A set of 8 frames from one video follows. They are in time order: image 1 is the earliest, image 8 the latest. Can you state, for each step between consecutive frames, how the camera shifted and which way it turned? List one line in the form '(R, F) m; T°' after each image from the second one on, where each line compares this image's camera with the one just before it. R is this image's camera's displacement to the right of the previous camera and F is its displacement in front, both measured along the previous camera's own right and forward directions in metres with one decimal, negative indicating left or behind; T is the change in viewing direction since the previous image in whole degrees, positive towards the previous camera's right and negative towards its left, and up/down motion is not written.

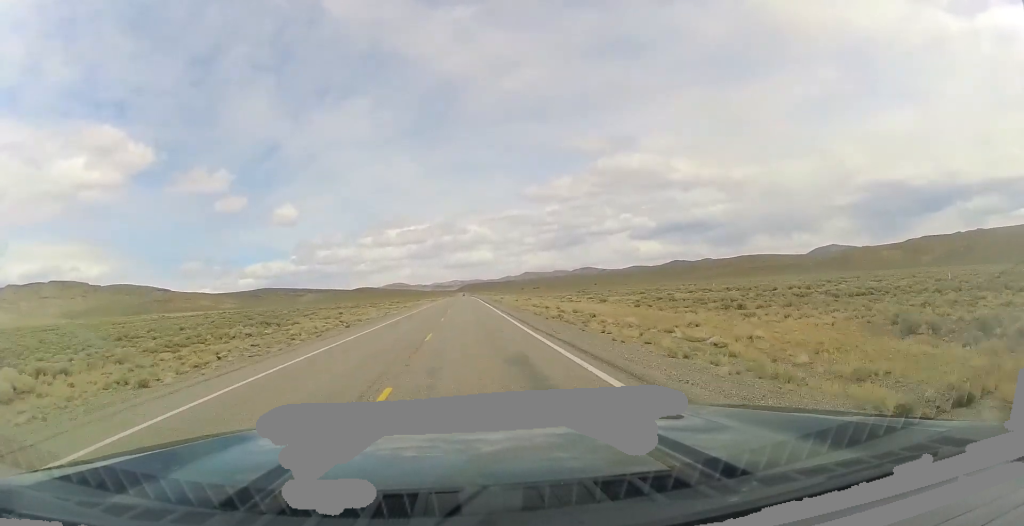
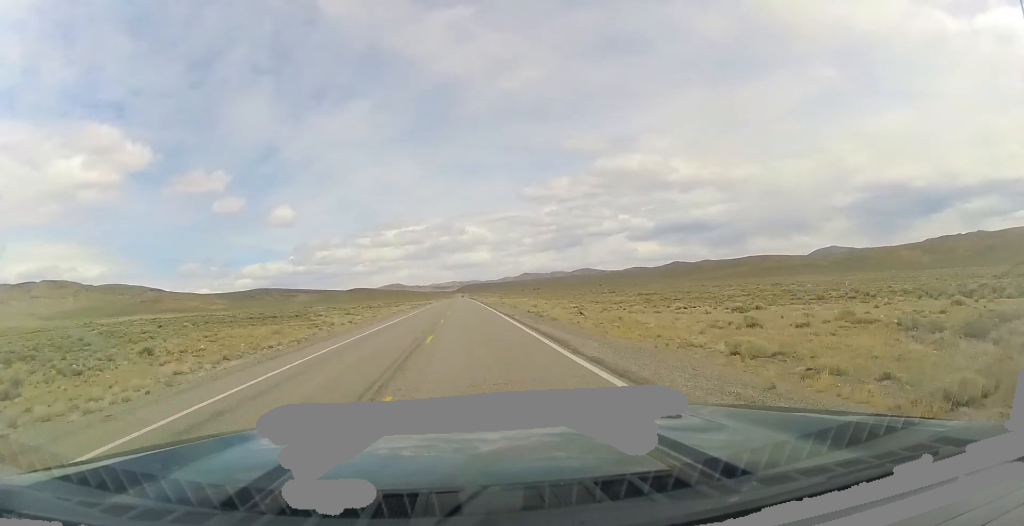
(0.0, +49.8) m; +1°
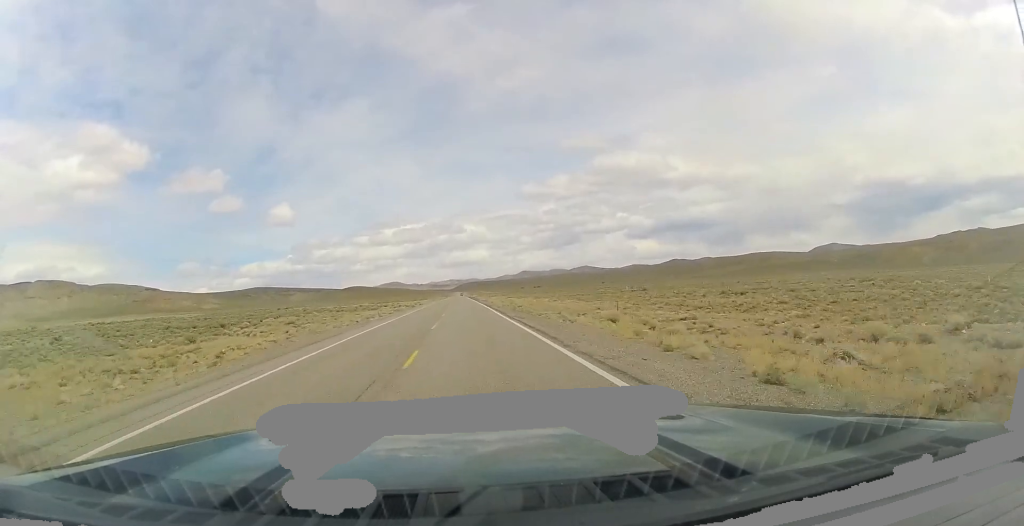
(+0.2, +30.3) m; 0°
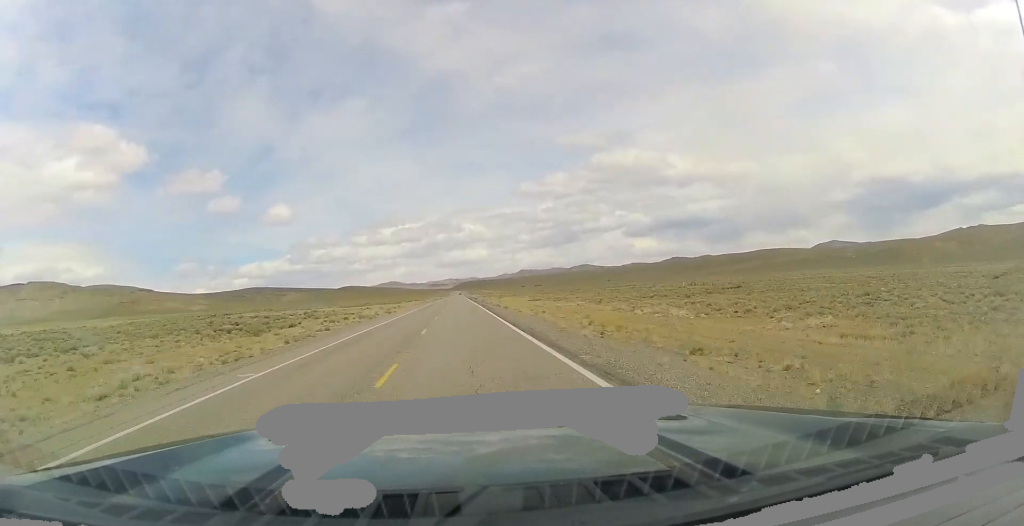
(0.0, +51.5) m; 0°
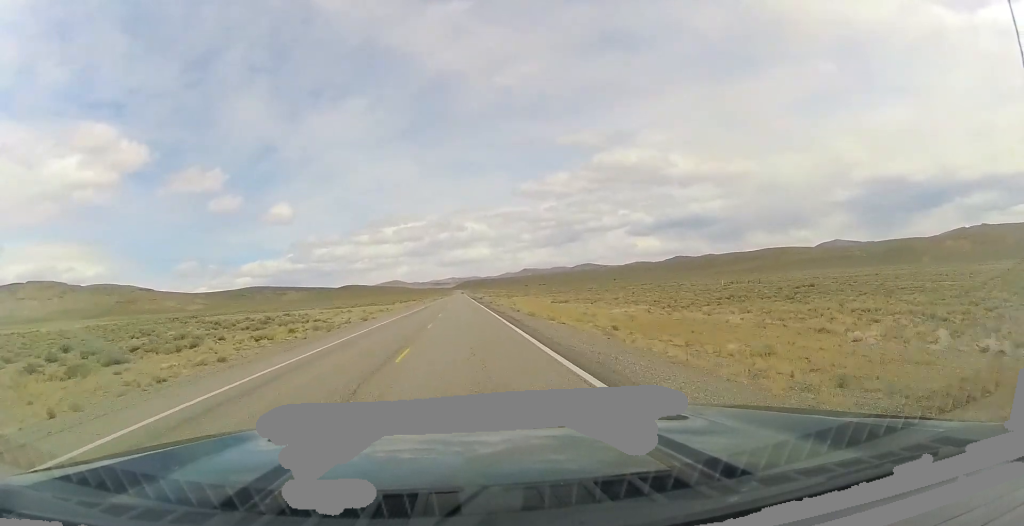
(+0.1, +21.0) m; 0°
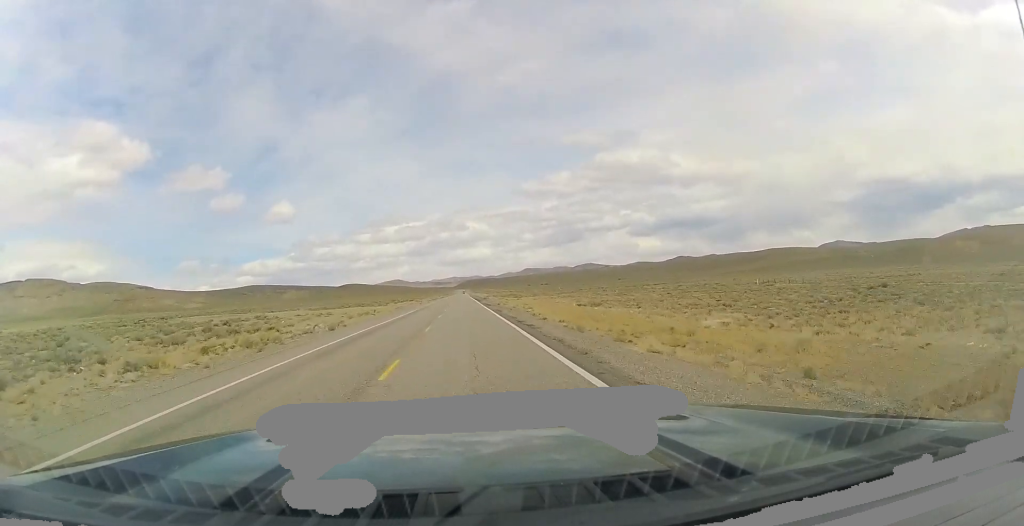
(0.0, +15.2) m; 0°
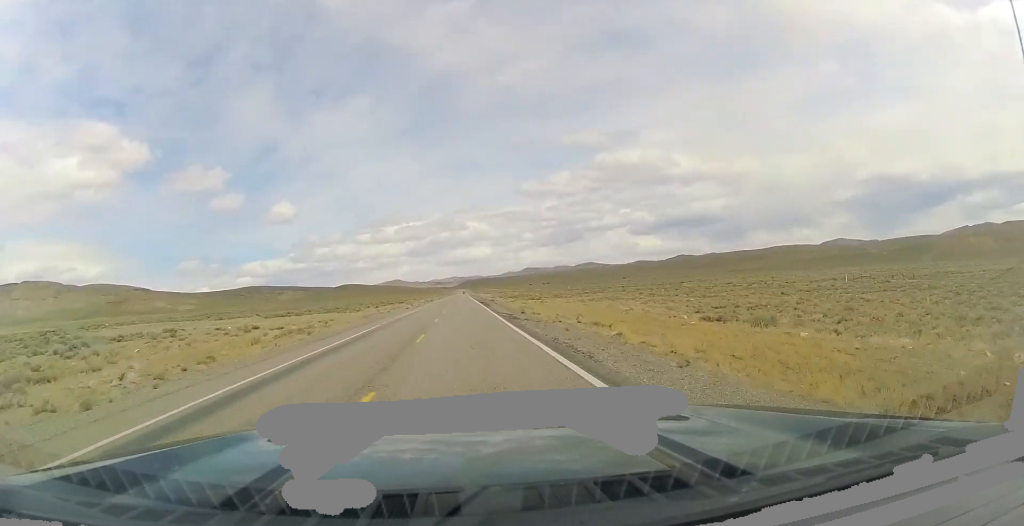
(0.0, +28.7) m; 0°
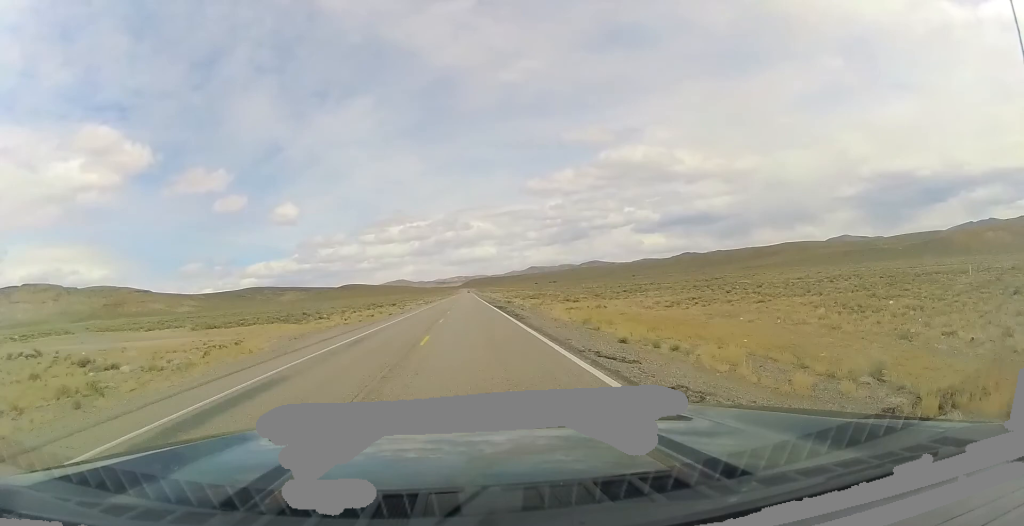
(0.0, +26.1) m; -1°
